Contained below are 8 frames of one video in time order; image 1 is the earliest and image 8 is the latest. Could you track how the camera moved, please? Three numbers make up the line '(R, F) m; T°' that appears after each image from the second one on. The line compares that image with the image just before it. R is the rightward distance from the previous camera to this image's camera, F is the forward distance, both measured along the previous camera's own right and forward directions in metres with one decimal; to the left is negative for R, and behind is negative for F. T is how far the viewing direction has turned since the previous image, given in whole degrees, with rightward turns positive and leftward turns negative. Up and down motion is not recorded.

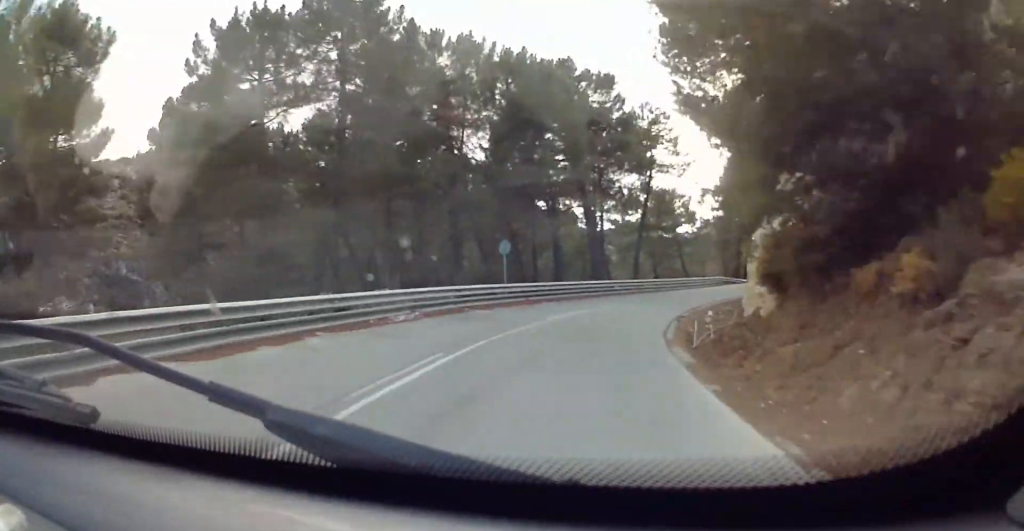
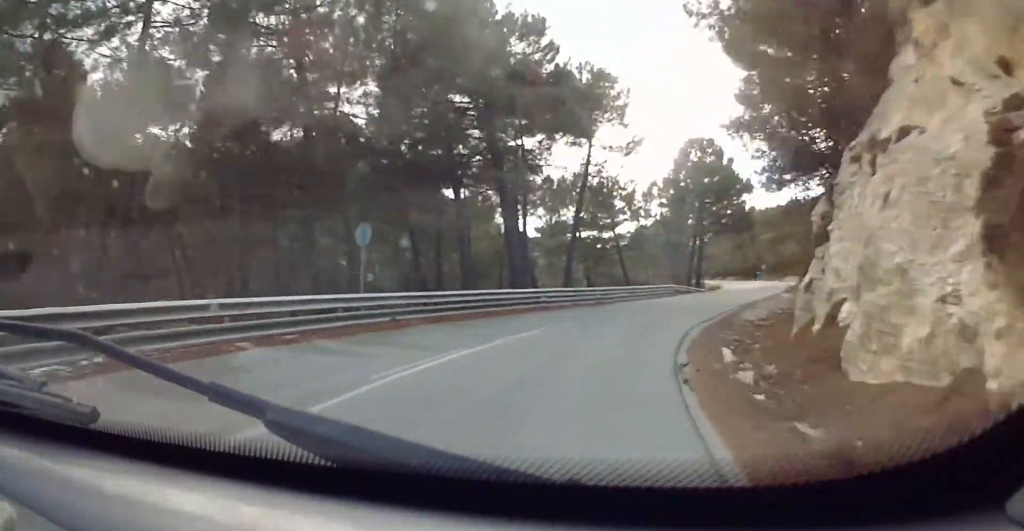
(+0.1, +11.2) m; +8°
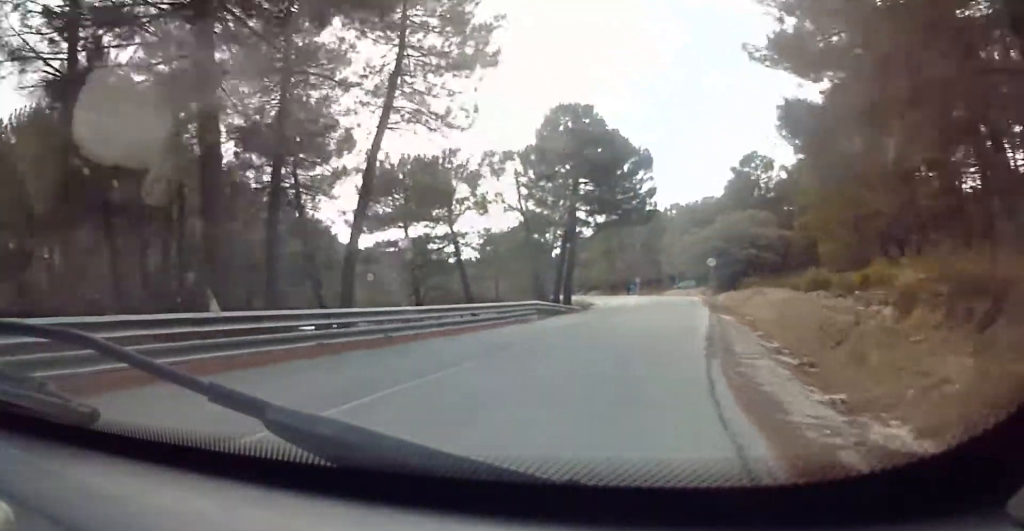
(+3.0, +15.3) m; +11°
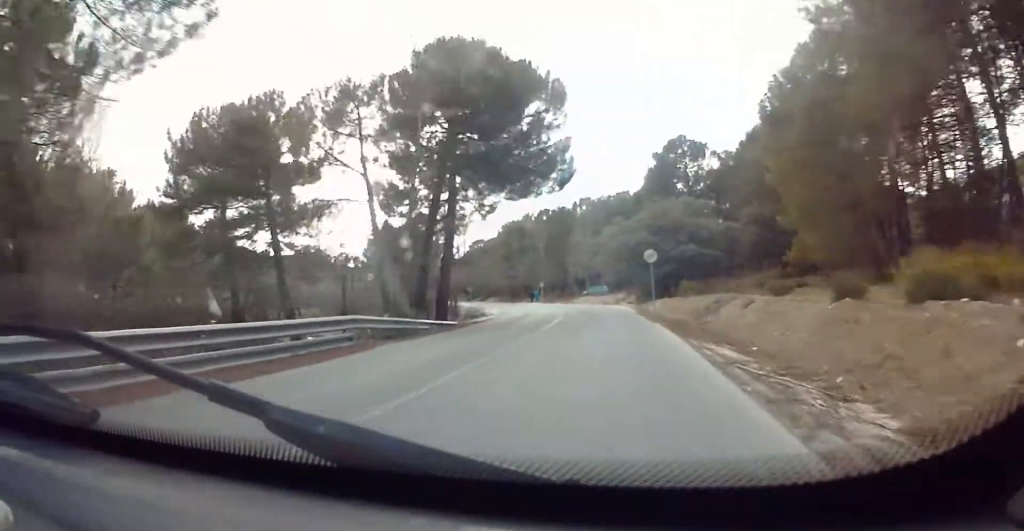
(0.0, +12.2) m; 0°
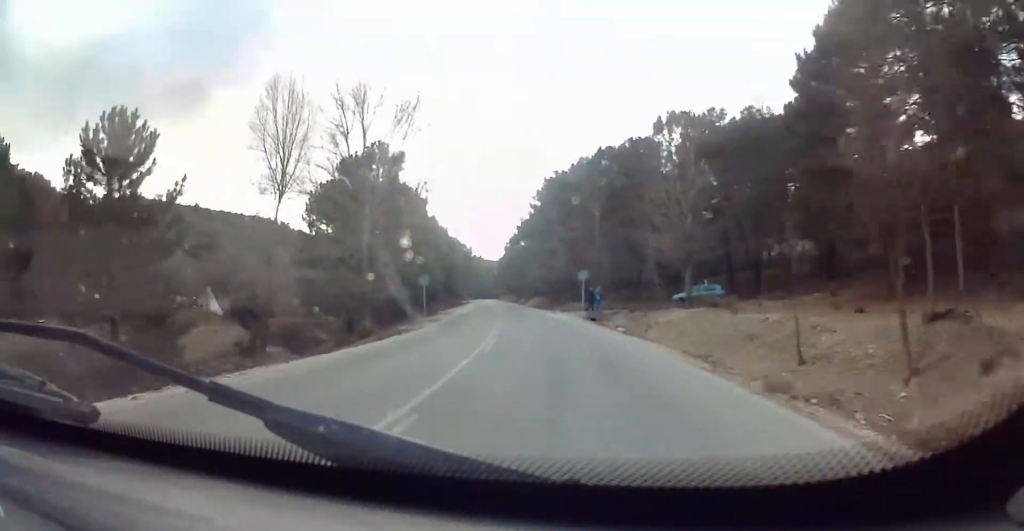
(+0.3, +45.0) m; -4°
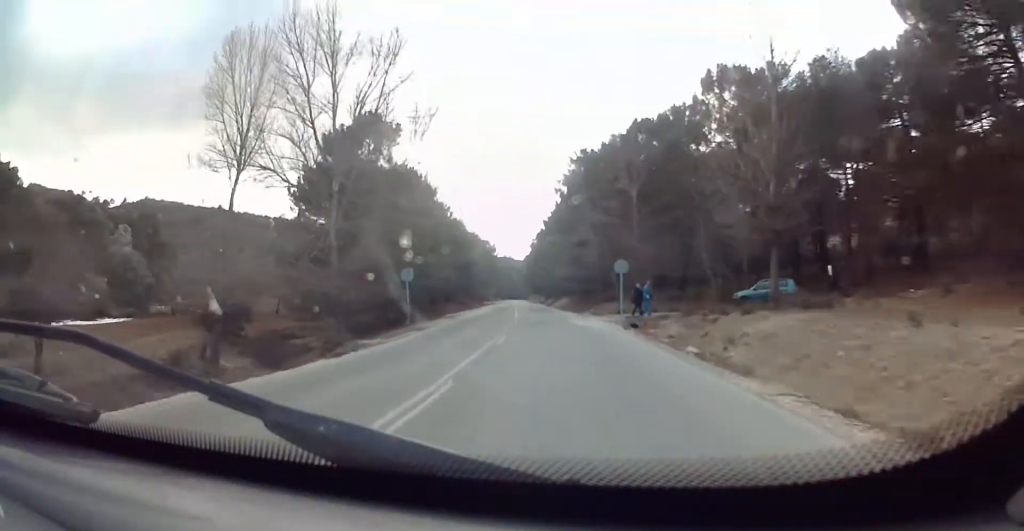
(-0.2, +9.5) m; -3°
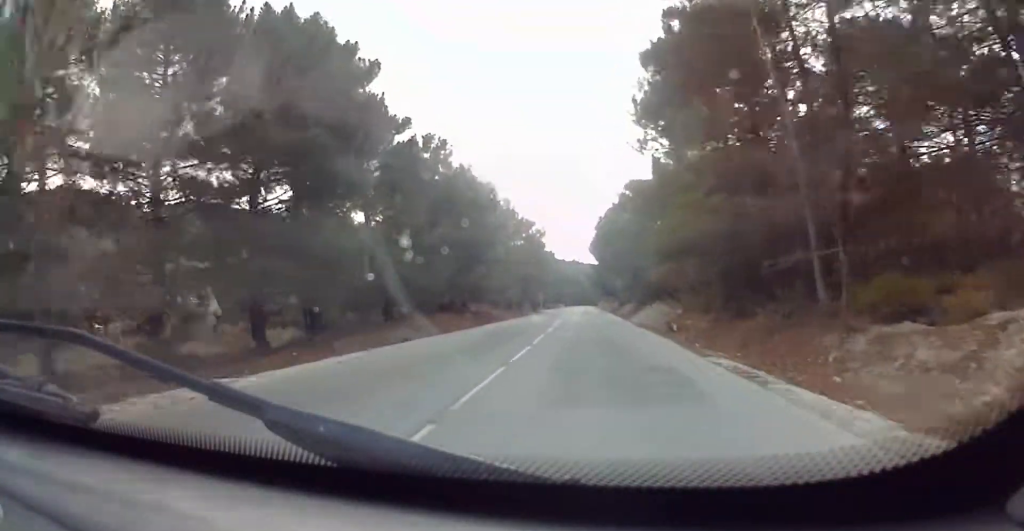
(-2.3, +39.7) m; -4°
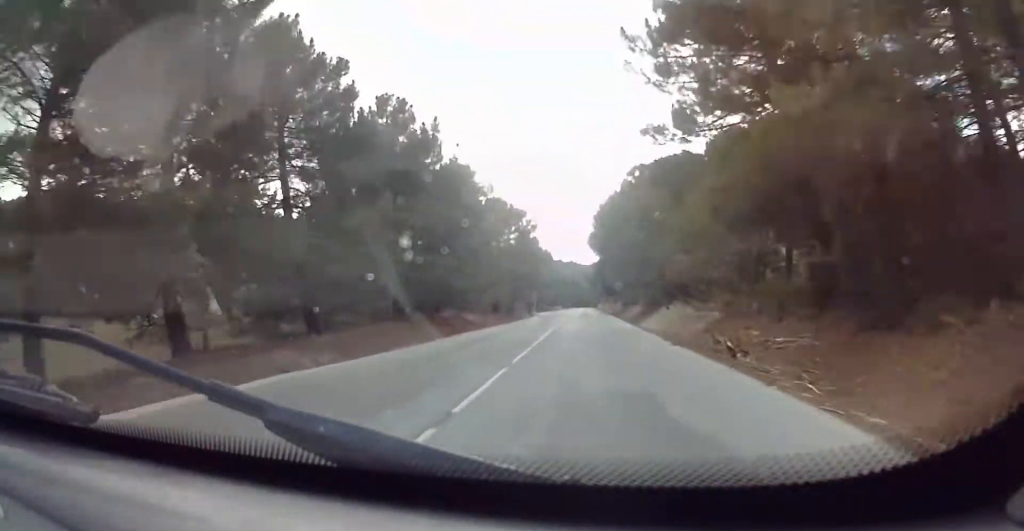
(0.0, +10.7) m; 0°
